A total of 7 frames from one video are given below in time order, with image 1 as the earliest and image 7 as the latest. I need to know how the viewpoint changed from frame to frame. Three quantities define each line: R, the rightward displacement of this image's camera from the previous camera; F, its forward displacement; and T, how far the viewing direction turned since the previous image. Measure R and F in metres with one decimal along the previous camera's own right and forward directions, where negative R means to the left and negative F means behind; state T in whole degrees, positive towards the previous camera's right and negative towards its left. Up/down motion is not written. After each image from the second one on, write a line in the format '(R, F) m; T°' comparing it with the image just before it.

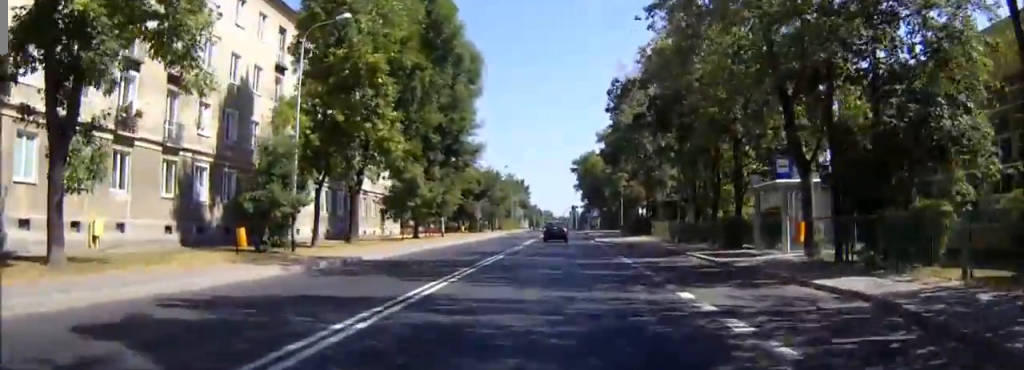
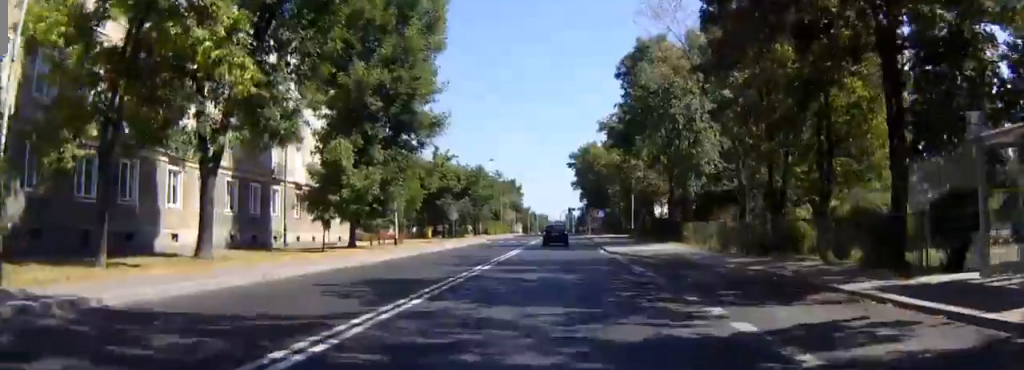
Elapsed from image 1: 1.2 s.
(0.0, +16.3) m; 0°
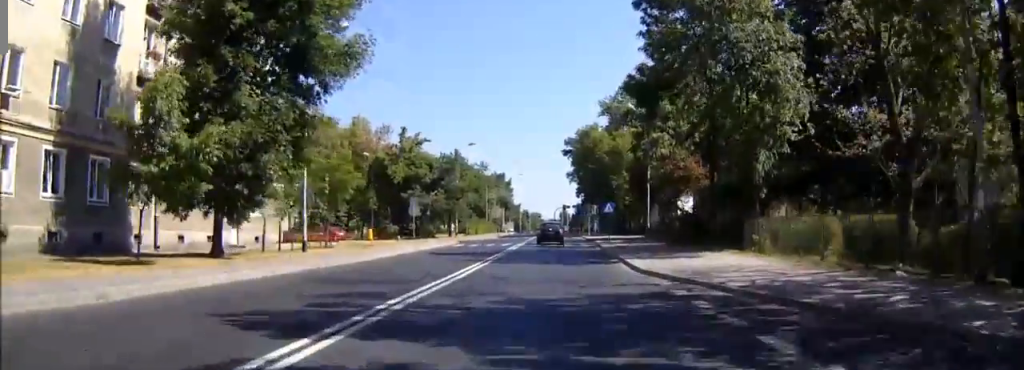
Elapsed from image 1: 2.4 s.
(0.0, +15.7) m; 0°
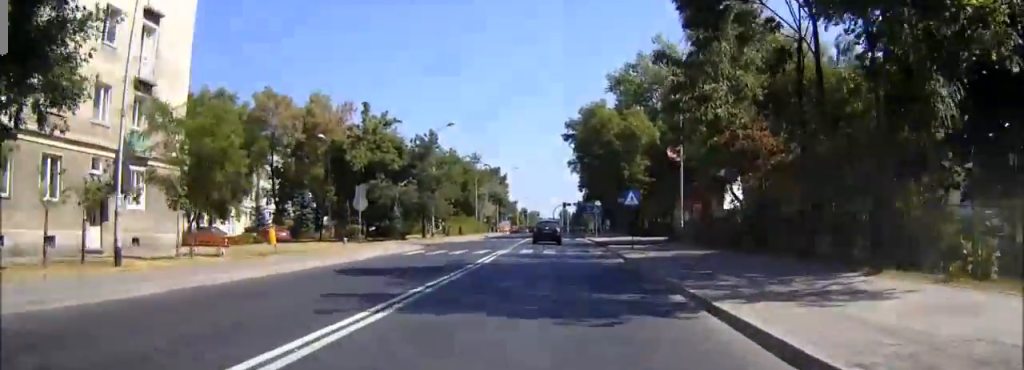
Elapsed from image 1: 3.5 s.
(0.0, +14.0) m; 0°
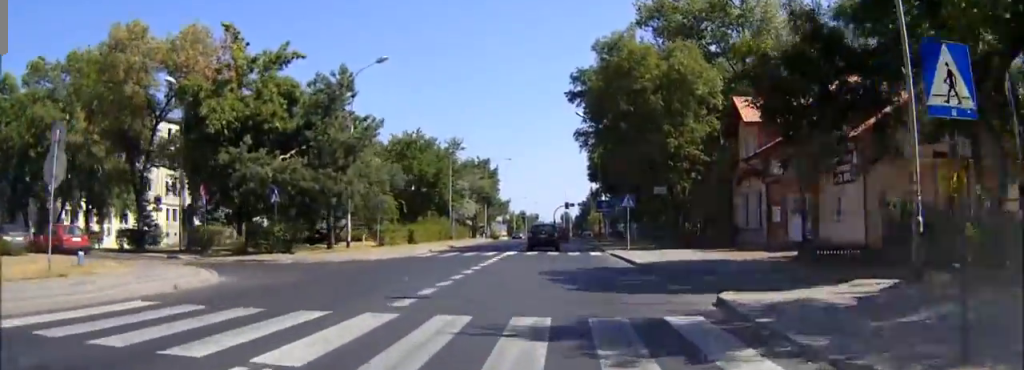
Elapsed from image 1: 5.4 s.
(-0.1, +25.2) m; 0°
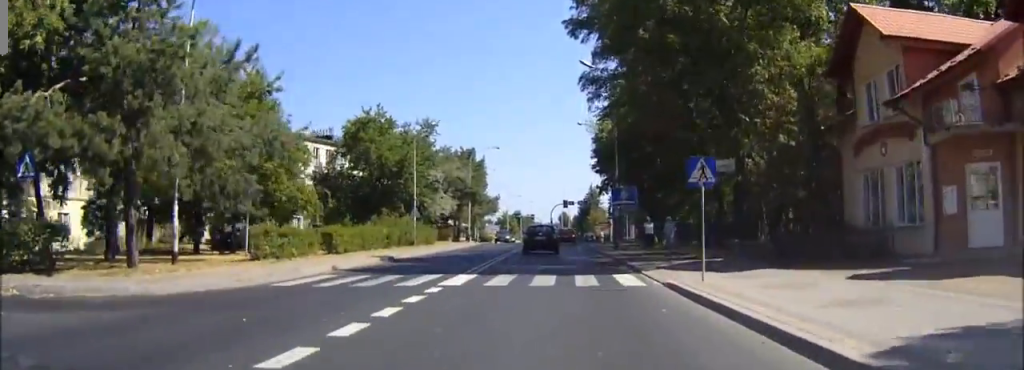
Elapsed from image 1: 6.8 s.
(+0.1, +17.5) m; 0°
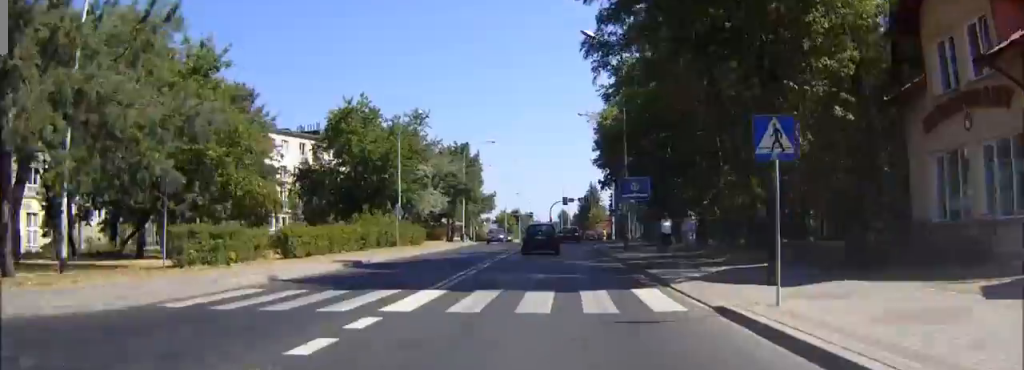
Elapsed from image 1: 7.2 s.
(0.0, +5.5) m; 0°
